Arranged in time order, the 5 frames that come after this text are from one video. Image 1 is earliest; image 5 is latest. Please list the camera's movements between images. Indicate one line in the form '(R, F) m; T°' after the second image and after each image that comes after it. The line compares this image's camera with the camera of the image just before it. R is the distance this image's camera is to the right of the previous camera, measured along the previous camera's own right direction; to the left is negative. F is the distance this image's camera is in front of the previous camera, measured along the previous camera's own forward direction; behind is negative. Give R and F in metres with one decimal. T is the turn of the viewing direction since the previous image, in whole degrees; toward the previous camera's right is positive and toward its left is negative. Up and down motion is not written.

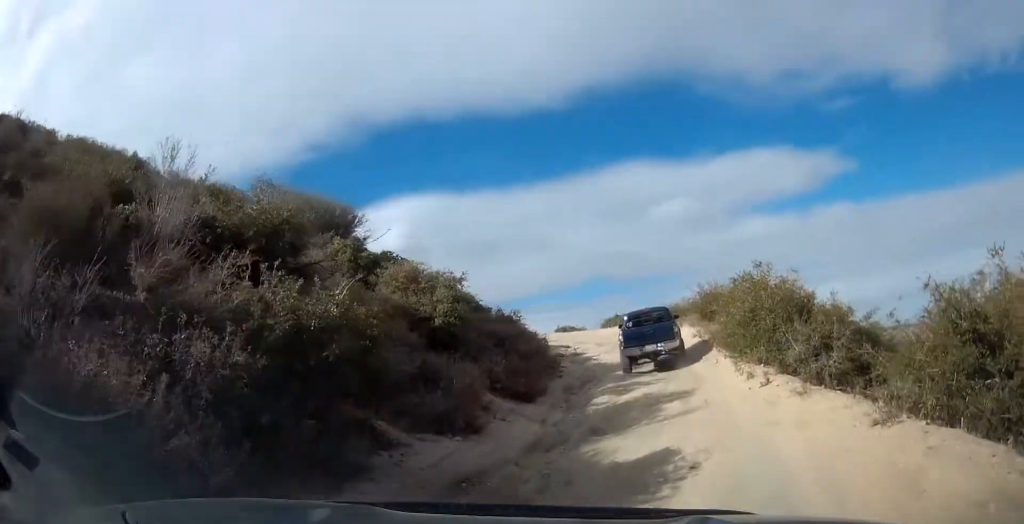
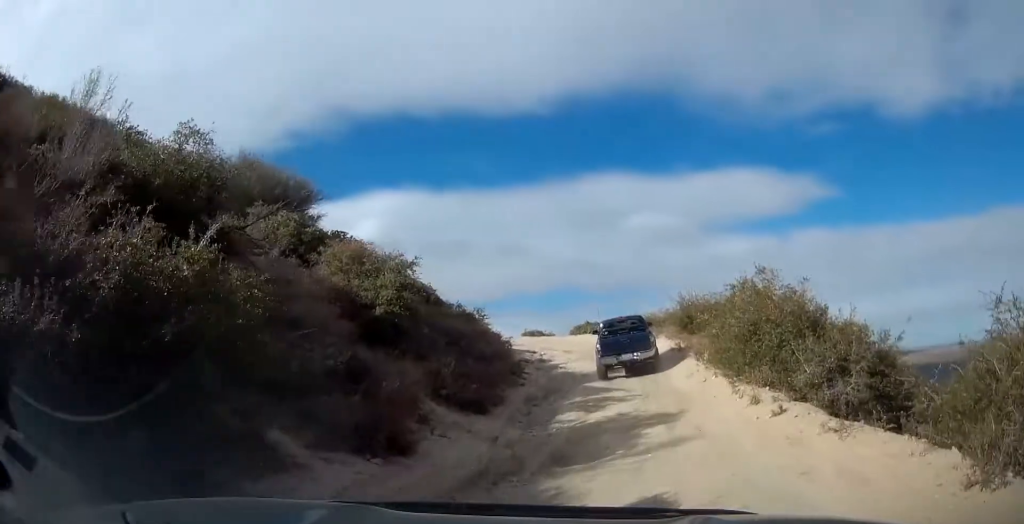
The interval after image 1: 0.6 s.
(+0.1, +2.3) m; 0°
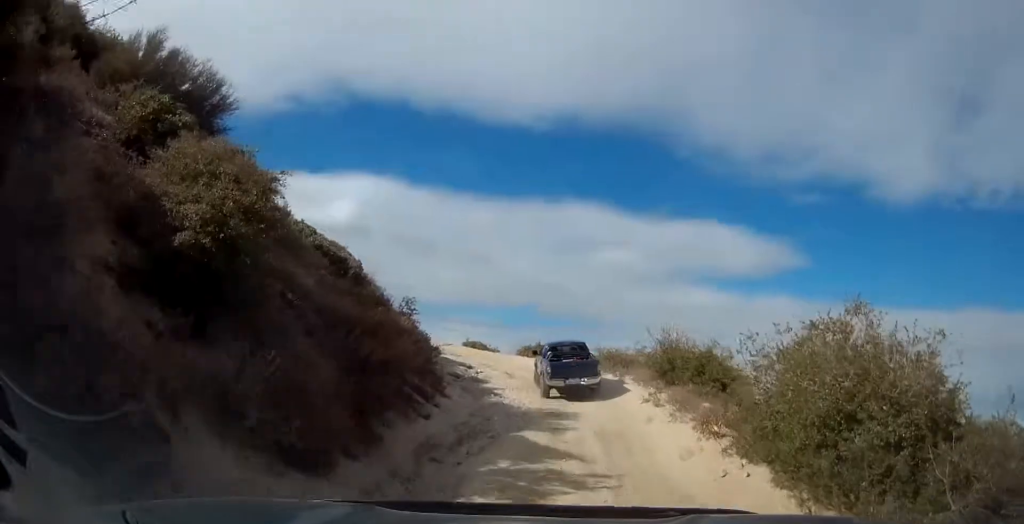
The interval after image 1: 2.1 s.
(+0.4, +5.3) m; +9°
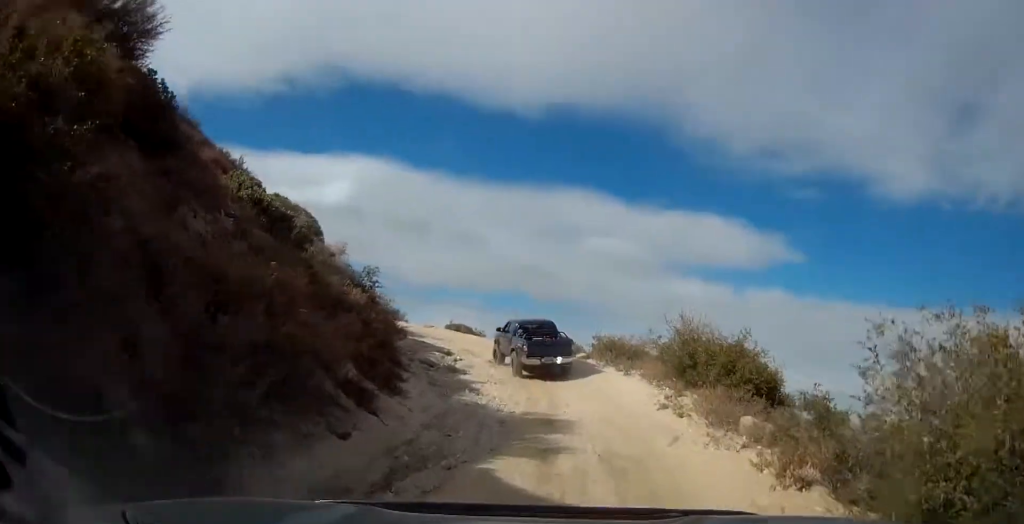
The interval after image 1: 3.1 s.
(0.0, +3.7) m; -3°
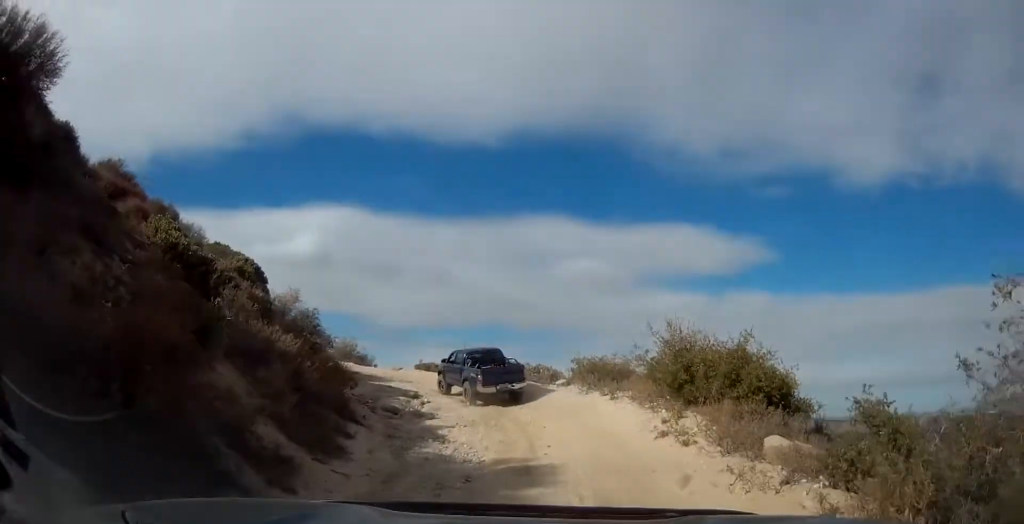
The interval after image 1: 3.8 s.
(-0.1, +2.4) m; -1°
